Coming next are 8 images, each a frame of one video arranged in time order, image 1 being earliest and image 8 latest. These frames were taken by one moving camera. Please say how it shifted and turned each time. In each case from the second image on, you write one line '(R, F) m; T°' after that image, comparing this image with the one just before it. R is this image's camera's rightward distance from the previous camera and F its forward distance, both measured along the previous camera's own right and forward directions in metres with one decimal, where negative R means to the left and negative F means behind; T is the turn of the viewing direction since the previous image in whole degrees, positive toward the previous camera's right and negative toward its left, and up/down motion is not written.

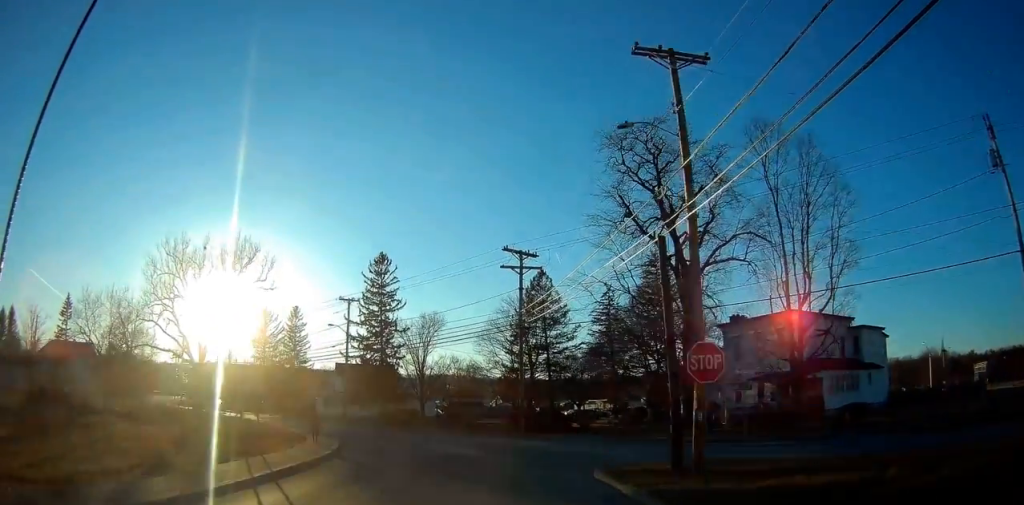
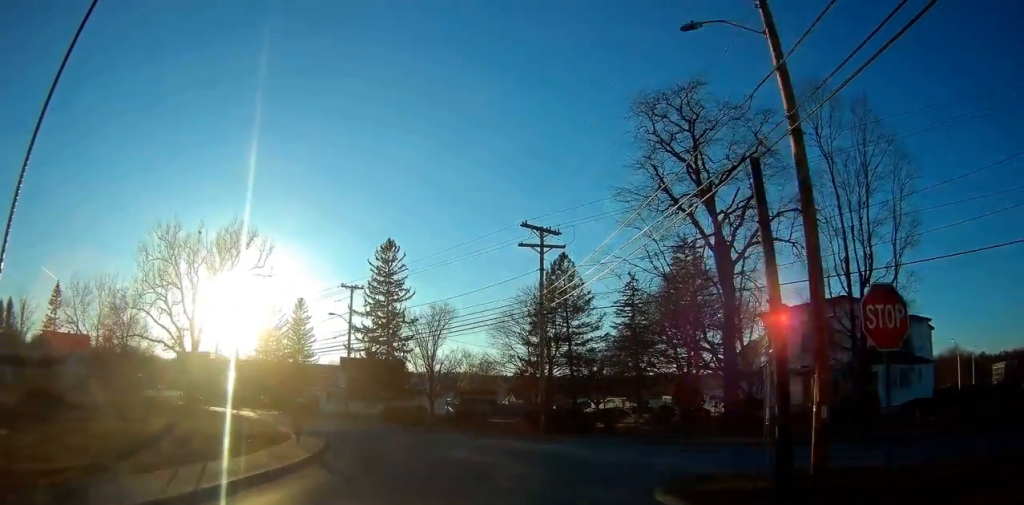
(-0.1, +5.4) m; -1°
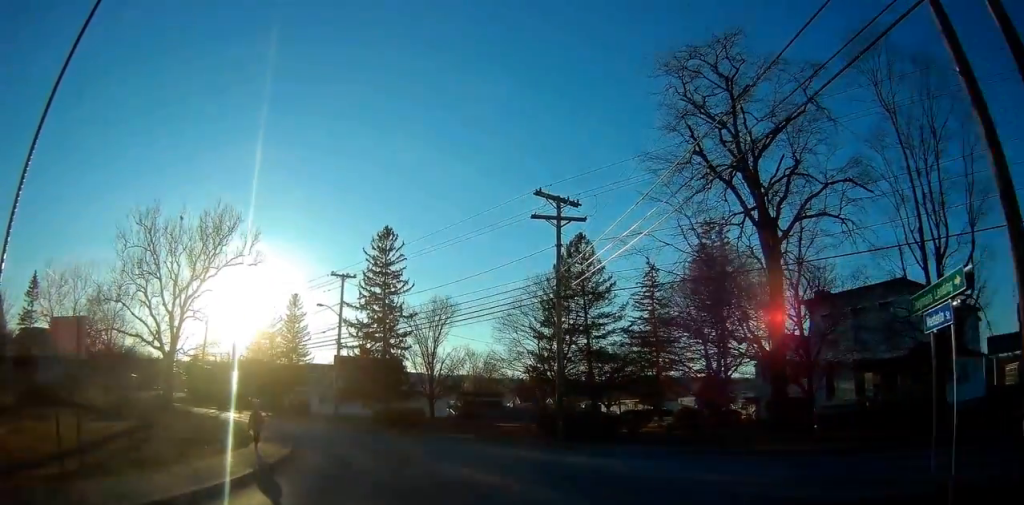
(0.0, +7.0) m; +2°
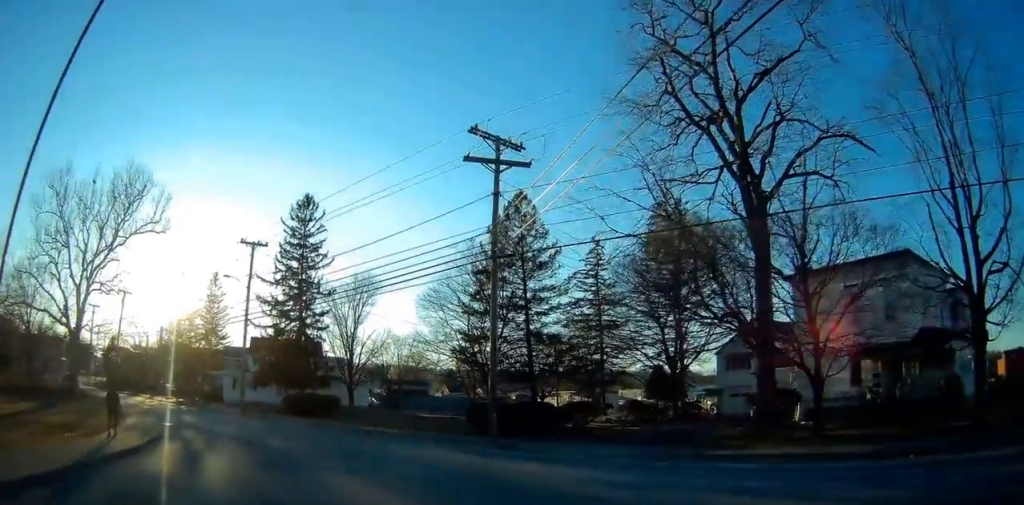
(+0.6, +8.6) m; +8°
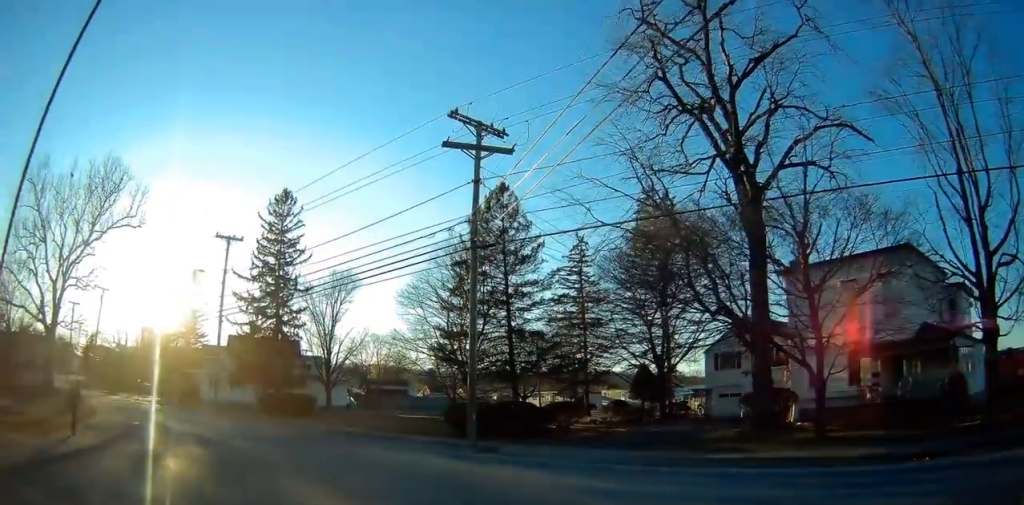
(0.0, +1.6) m; +1°
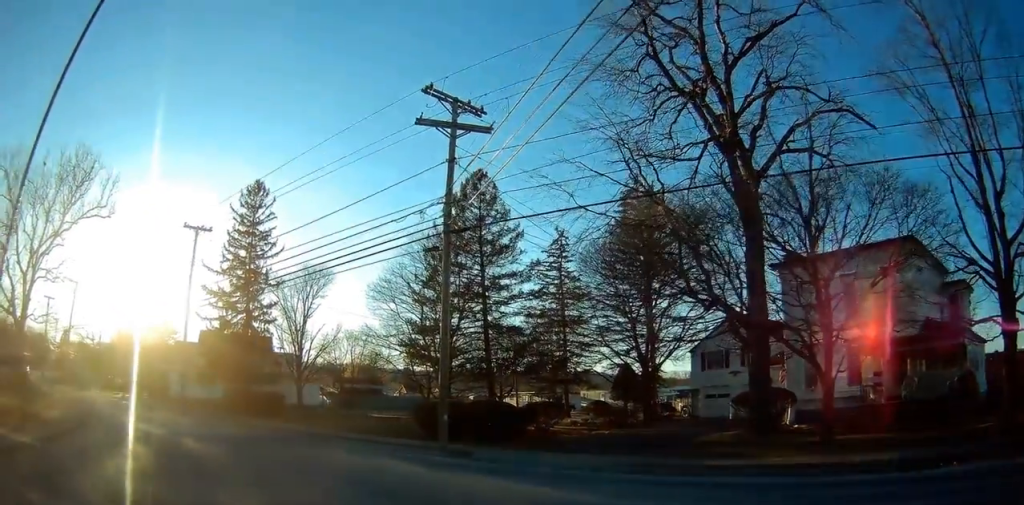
(0.0, +2.2) m; 0°
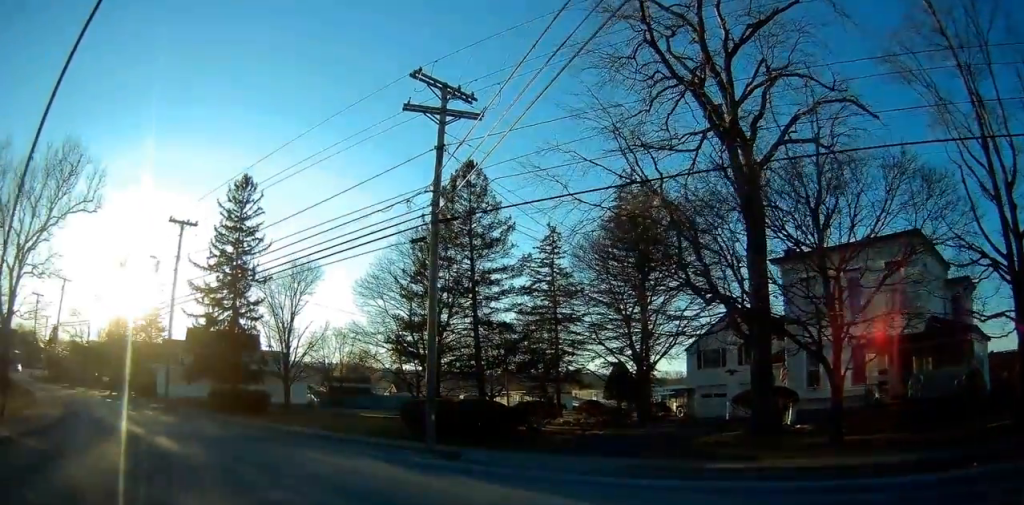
(0.0, +1.1) m; 0°
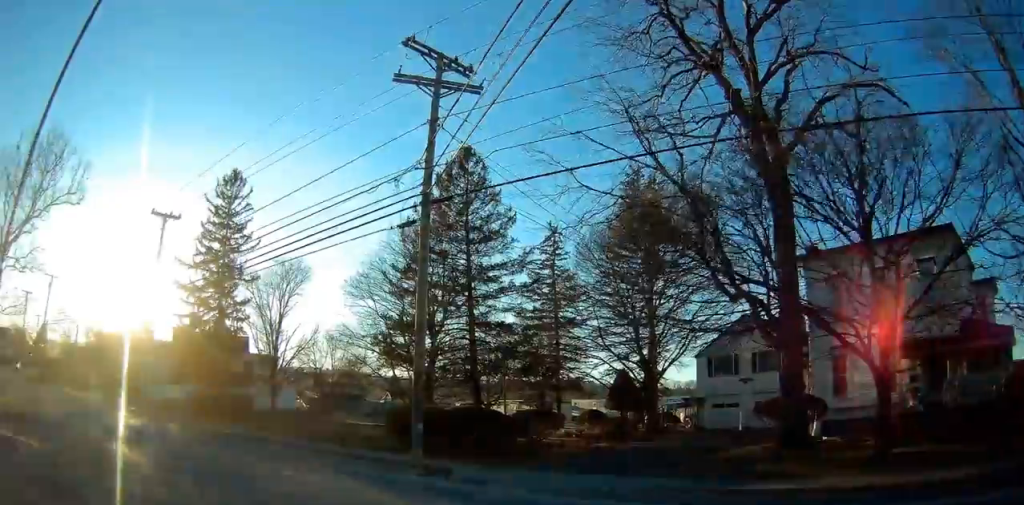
(0.0, +2.8) m; 0°
